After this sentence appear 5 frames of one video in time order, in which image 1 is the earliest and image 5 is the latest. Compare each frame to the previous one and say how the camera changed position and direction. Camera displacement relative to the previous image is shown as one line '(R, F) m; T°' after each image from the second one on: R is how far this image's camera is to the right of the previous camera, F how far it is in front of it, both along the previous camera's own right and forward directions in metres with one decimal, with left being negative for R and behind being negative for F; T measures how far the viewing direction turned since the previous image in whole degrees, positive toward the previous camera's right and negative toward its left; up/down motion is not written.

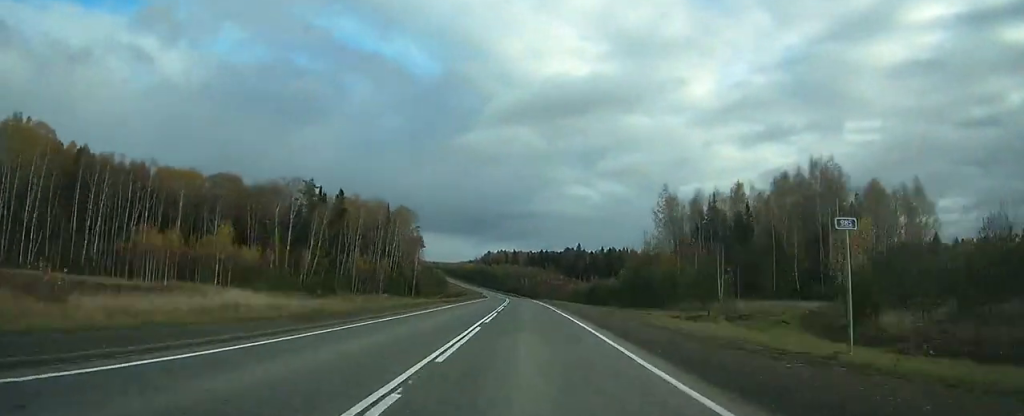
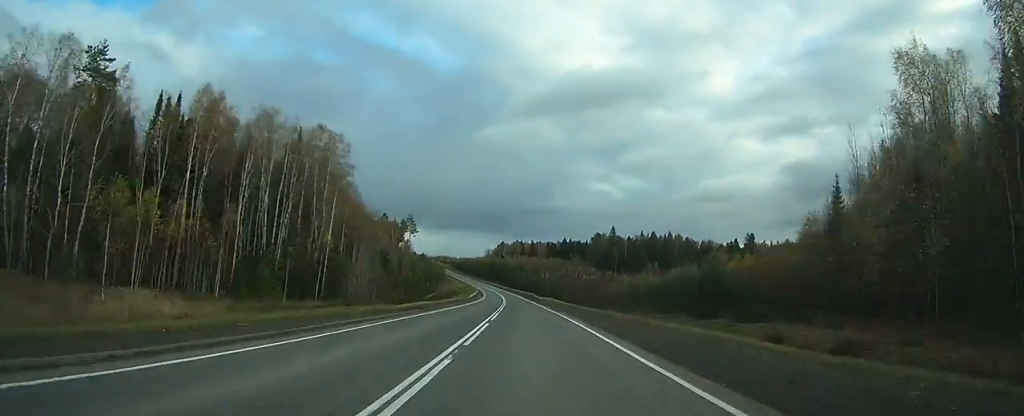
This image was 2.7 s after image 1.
(-0.7, +80.8) m; -1°
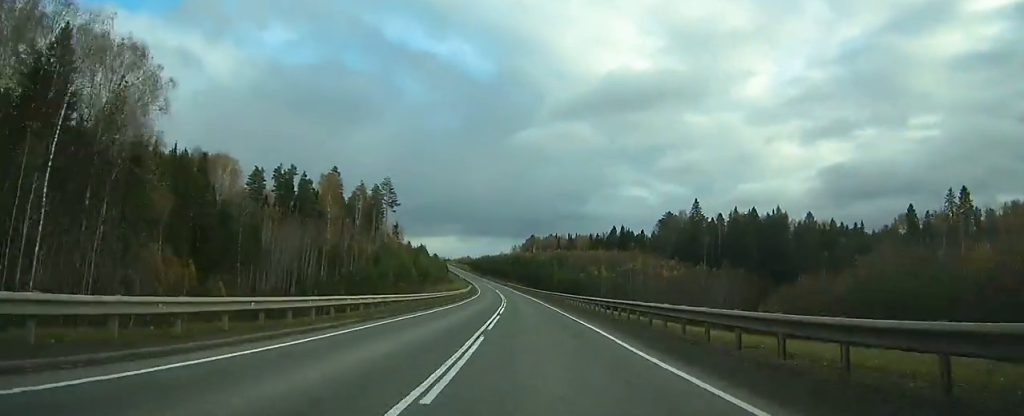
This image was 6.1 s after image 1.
(-2.6, +103.3) m; -3°
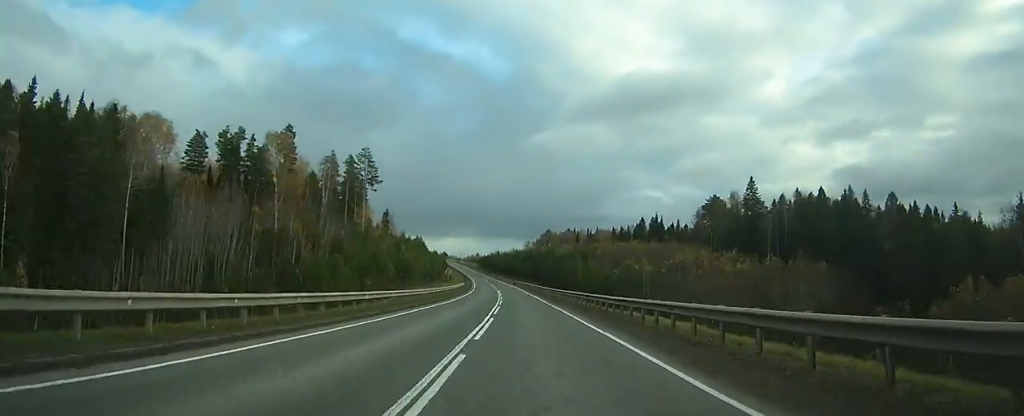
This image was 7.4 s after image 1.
(-0.3, +40.6) m; -1°
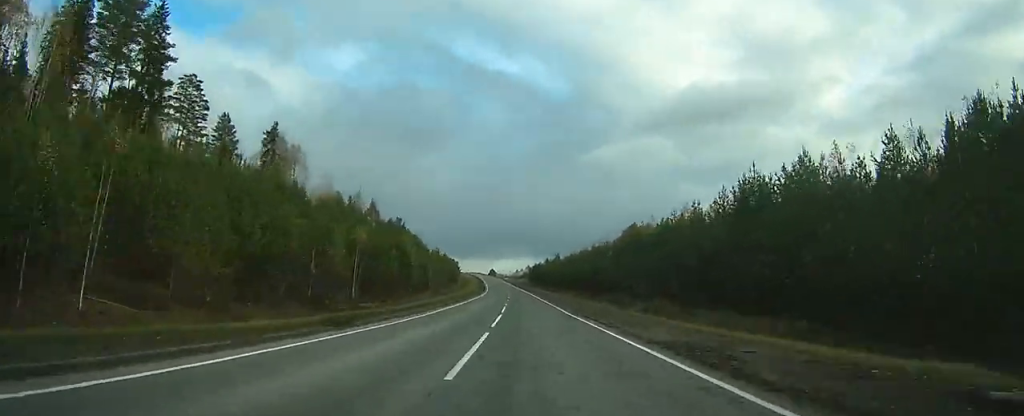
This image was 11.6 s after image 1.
(-4.3, +128.6) m; -4°
